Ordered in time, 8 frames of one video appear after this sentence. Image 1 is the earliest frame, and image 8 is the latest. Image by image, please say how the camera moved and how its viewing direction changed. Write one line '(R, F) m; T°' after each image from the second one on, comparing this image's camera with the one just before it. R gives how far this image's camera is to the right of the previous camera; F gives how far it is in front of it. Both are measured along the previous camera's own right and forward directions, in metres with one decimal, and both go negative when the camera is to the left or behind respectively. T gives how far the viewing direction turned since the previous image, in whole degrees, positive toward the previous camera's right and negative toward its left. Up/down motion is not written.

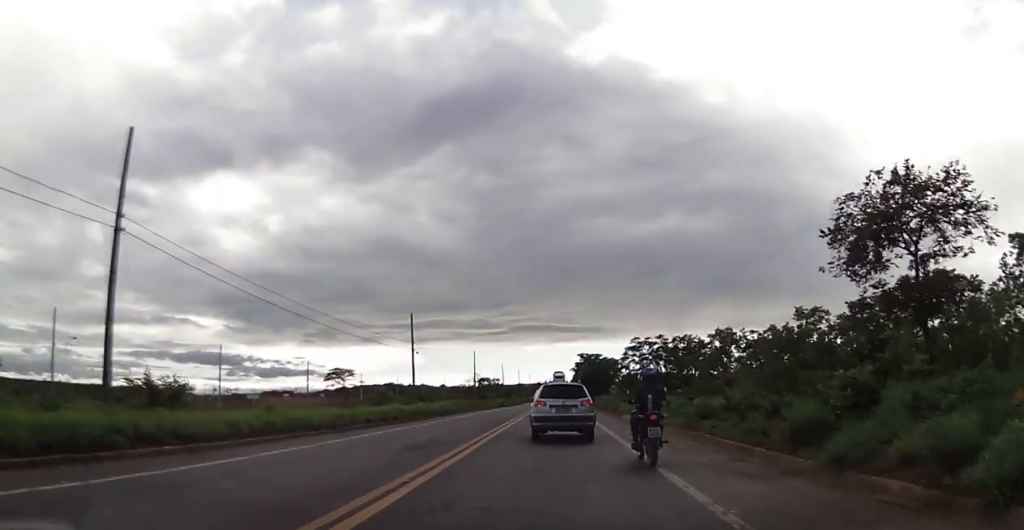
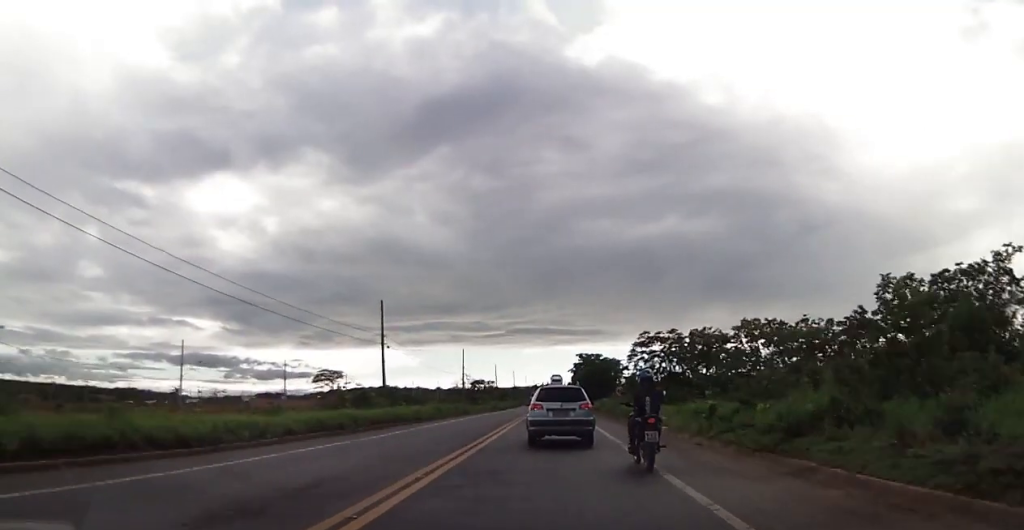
(0.0, +9.3) m; -1°
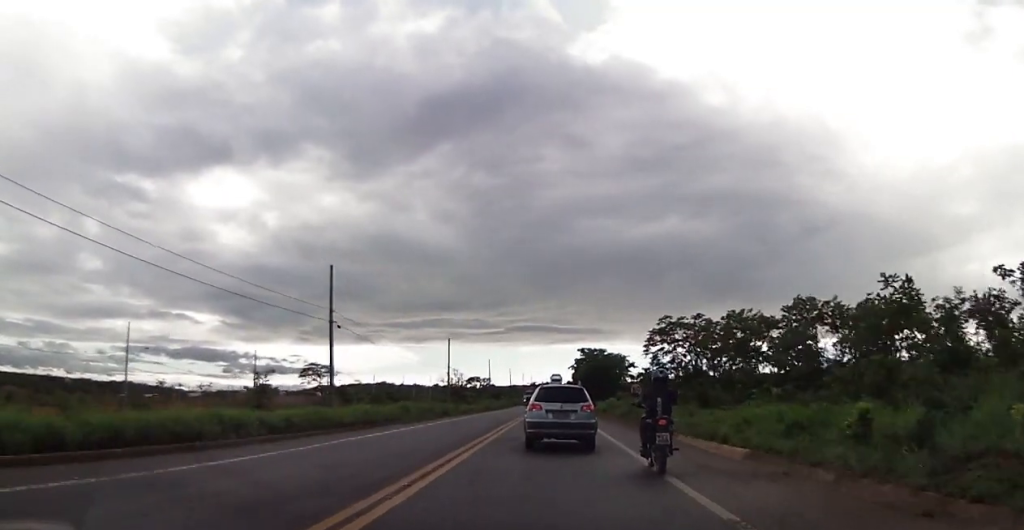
(-0.2, +11.5) m; -1°
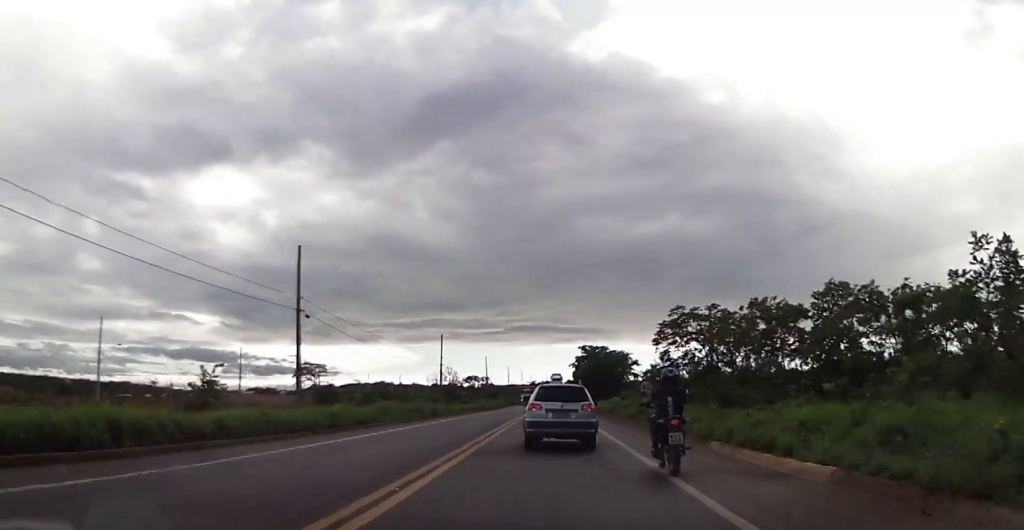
(0.0, +5.0) m; 0°
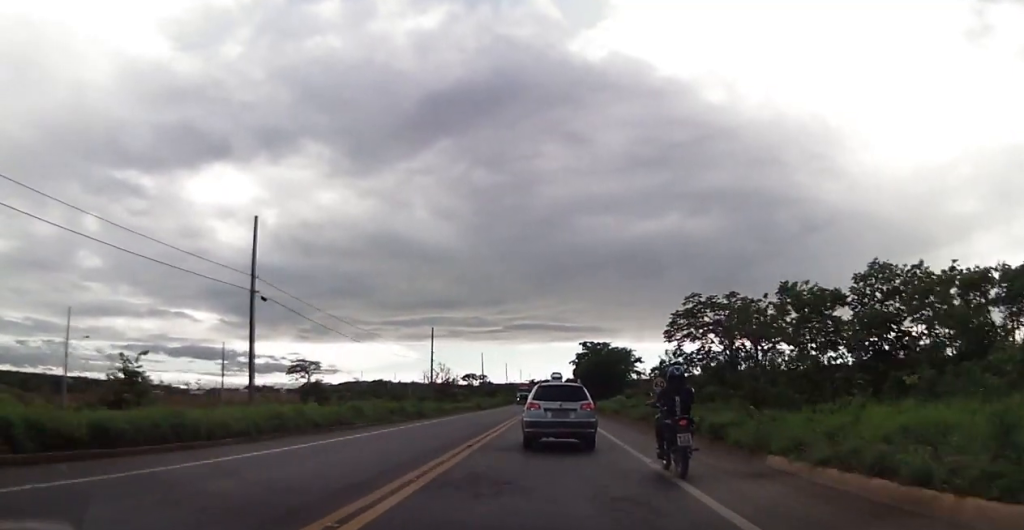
(-0.1, +5.2) m; 0°
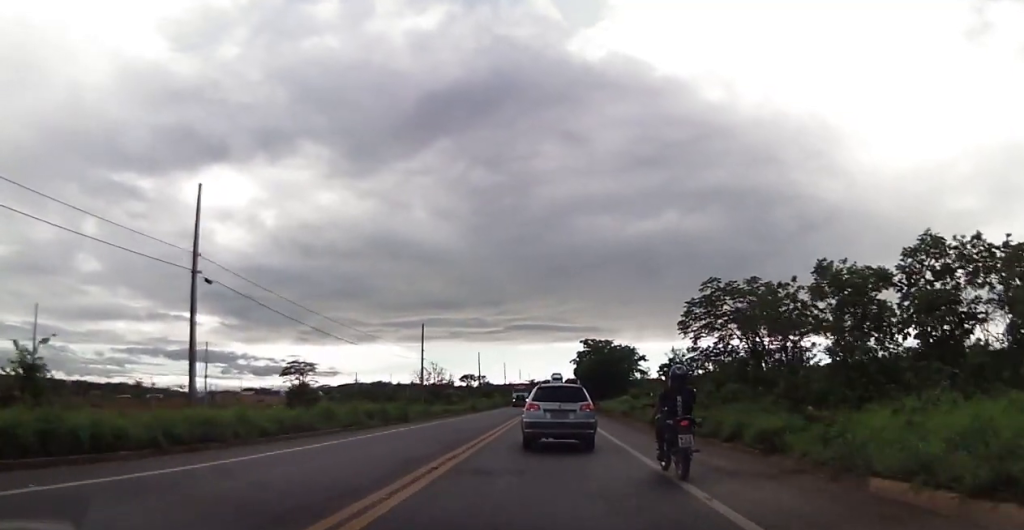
(0.0, +4.8) m; 0°
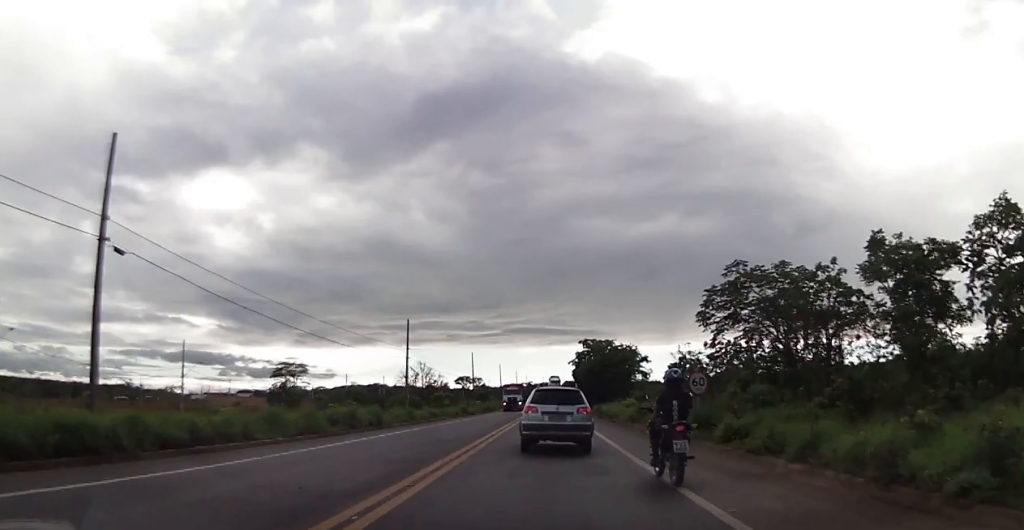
(0.0, +5.4) m; +1°
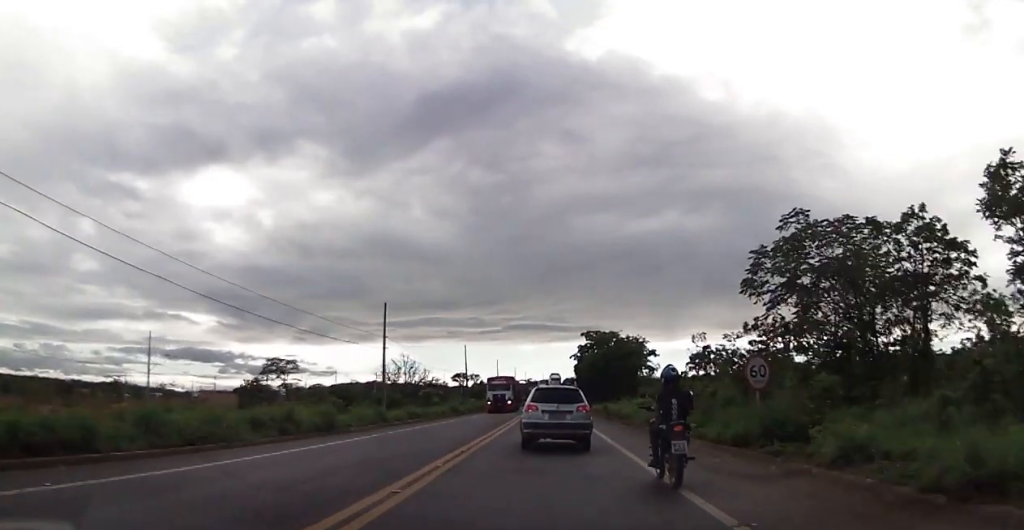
(0.0, +7.7) m; +3°
